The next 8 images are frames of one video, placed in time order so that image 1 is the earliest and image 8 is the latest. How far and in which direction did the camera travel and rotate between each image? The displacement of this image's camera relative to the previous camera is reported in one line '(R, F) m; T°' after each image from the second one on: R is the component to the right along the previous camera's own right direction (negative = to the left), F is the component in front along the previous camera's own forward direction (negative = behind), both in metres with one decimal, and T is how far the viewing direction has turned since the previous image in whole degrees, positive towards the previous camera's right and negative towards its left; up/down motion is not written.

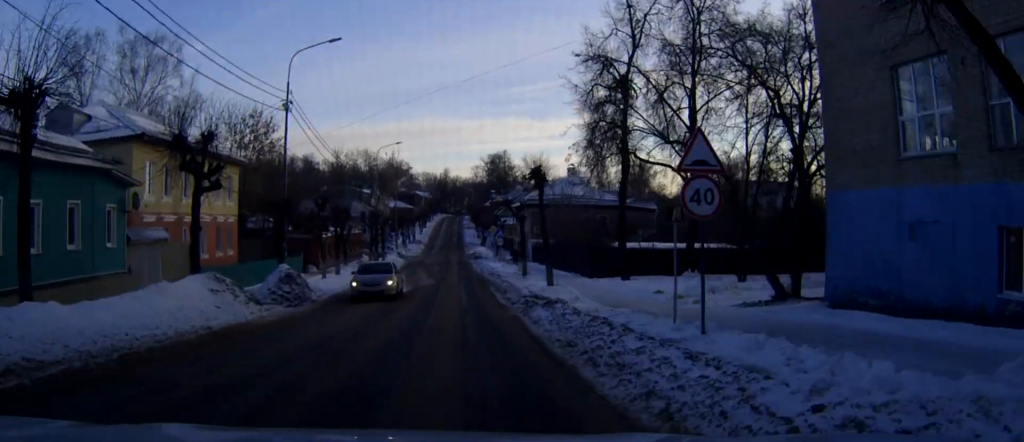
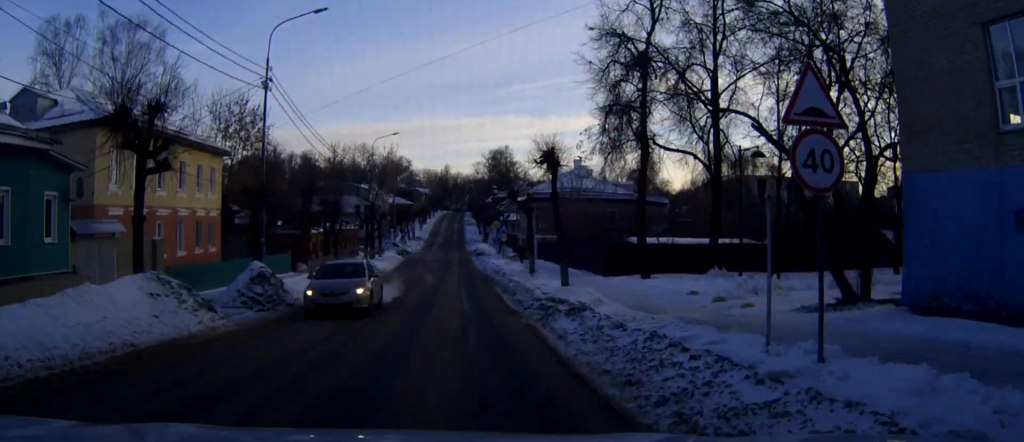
(0.0, +3.9) m; 0°
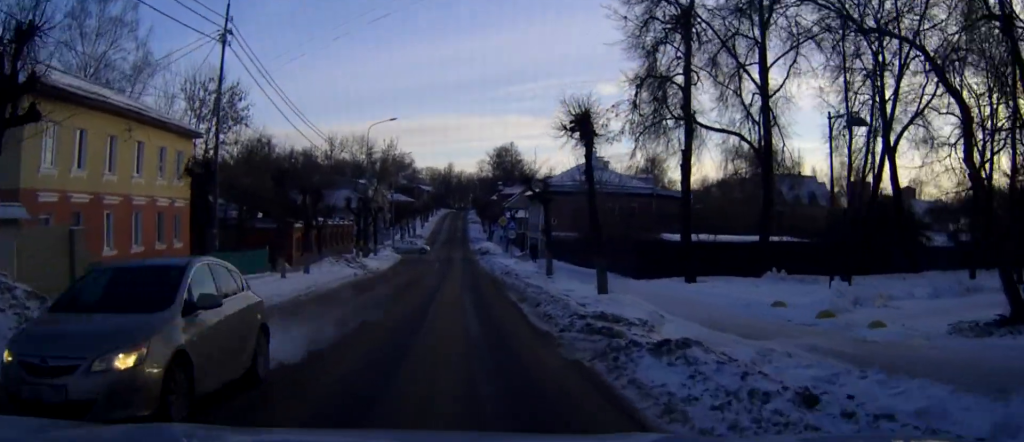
(0.0, +6.2) m; 0°
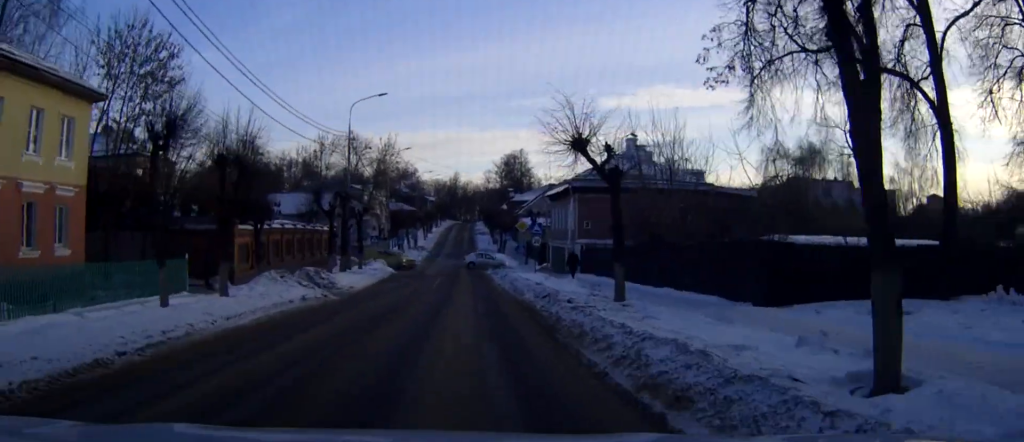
(0.0, +13.0) m; 0°
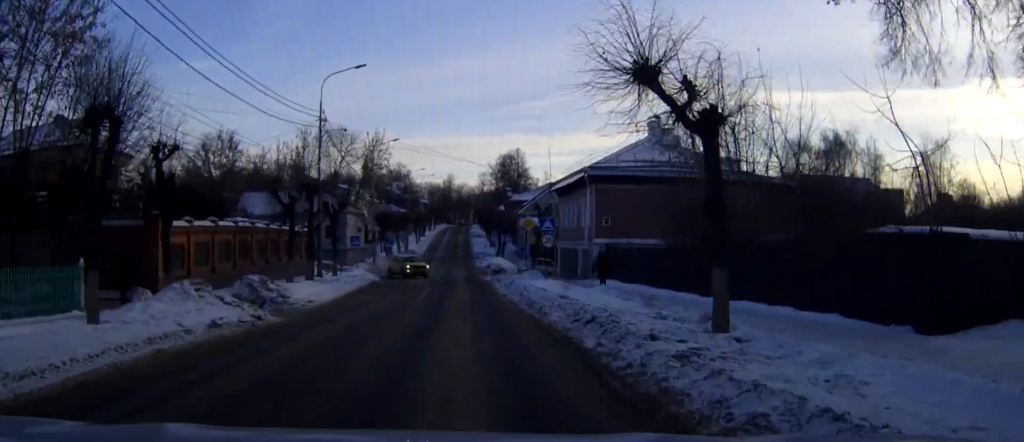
(0.0, +8.0) m; 0°
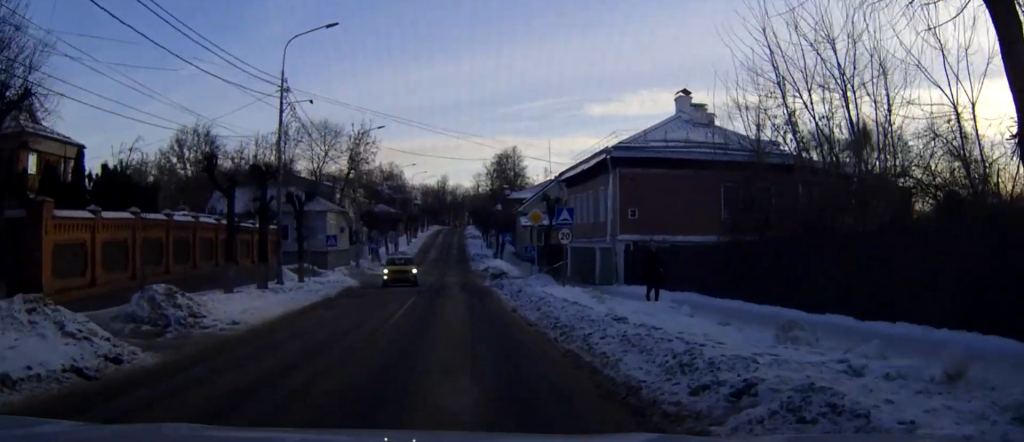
(0.0, +7.4) m; 0°
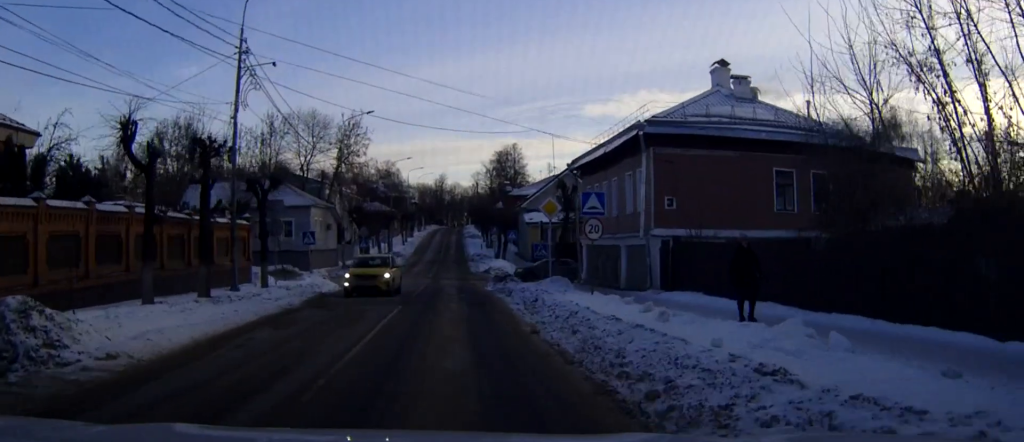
(0.0, +6.2) m; 0°
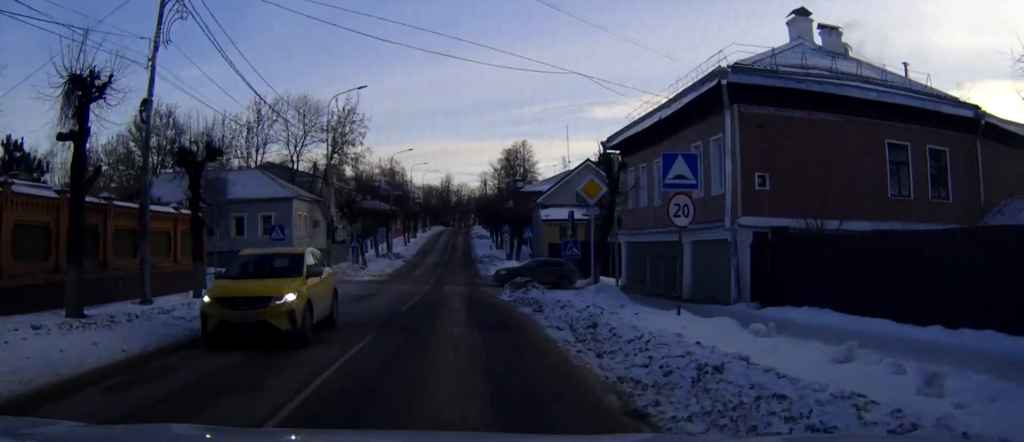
(0.0, +8.4) m; 0°
